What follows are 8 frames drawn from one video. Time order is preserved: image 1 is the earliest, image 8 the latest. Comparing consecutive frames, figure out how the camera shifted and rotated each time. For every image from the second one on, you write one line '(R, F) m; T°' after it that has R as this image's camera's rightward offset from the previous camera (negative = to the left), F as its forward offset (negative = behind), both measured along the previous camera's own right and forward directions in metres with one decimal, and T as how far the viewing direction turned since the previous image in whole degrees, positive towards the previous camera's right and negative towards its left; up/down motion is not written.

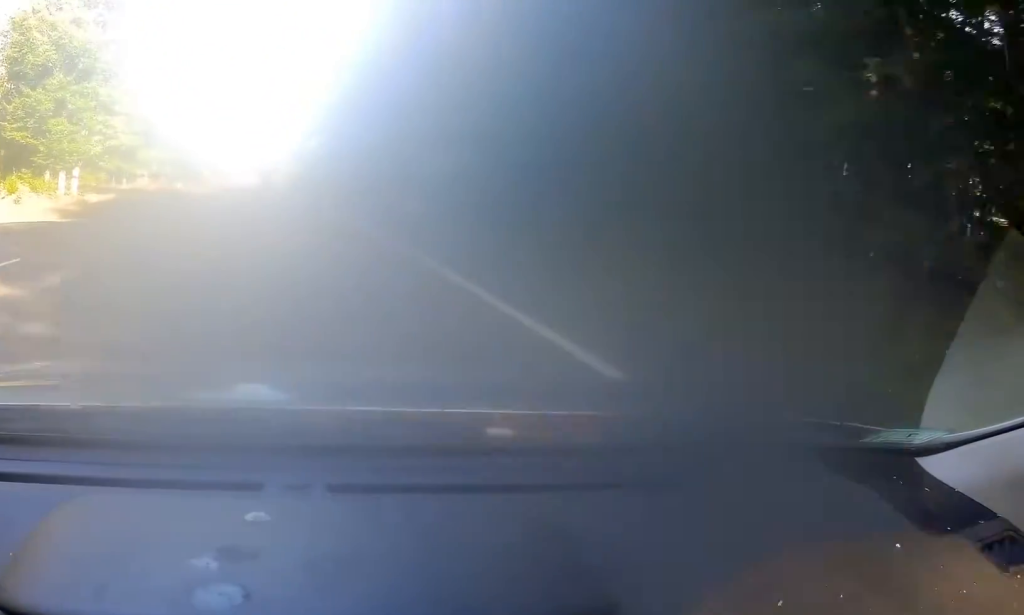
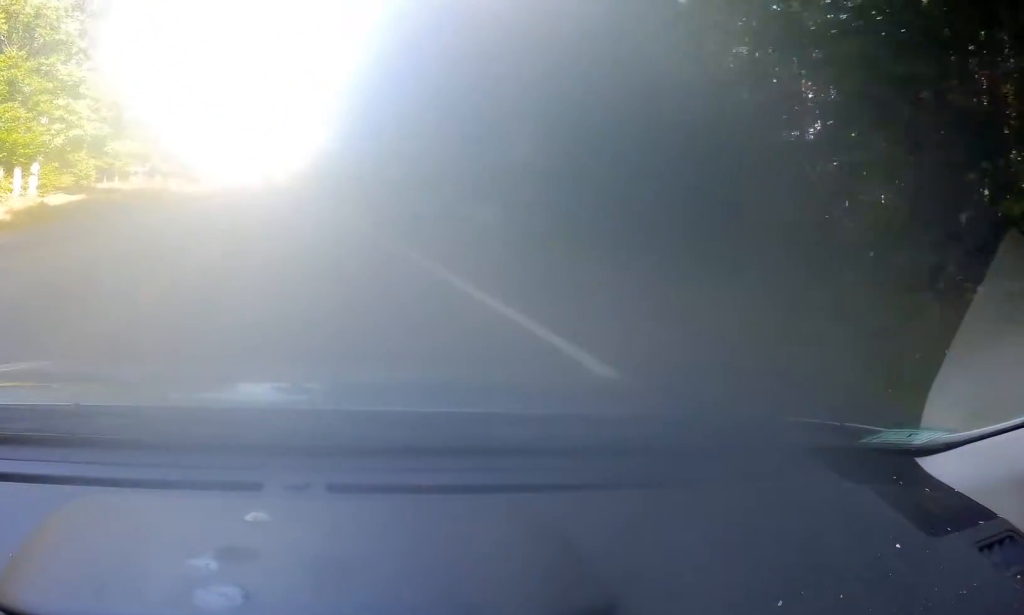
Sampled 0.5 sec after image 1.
(0.0, +8.3) m; 0°
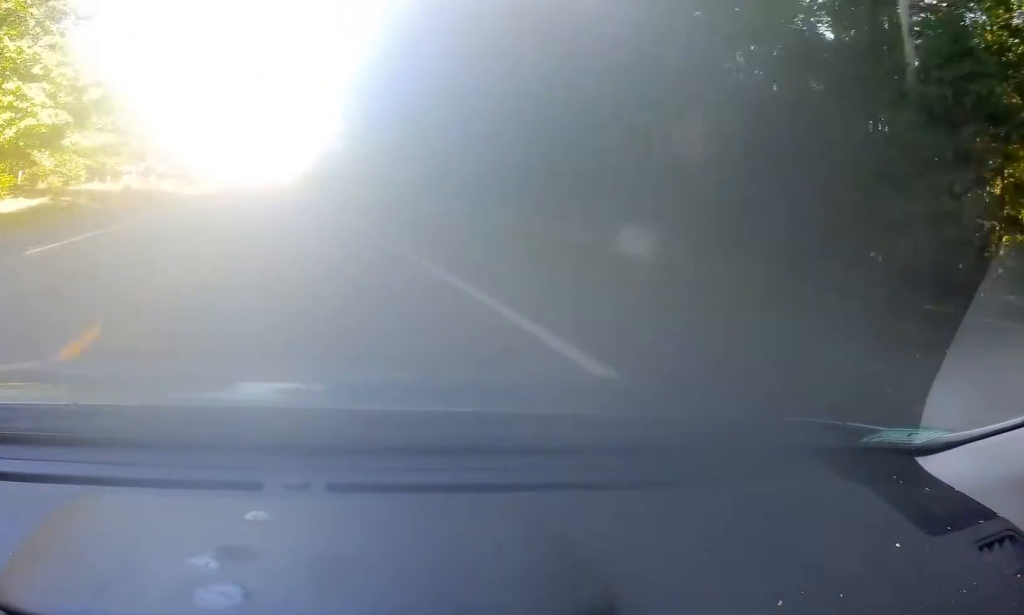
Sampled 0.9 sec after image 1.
(-0.1, +7.1) m; -1°
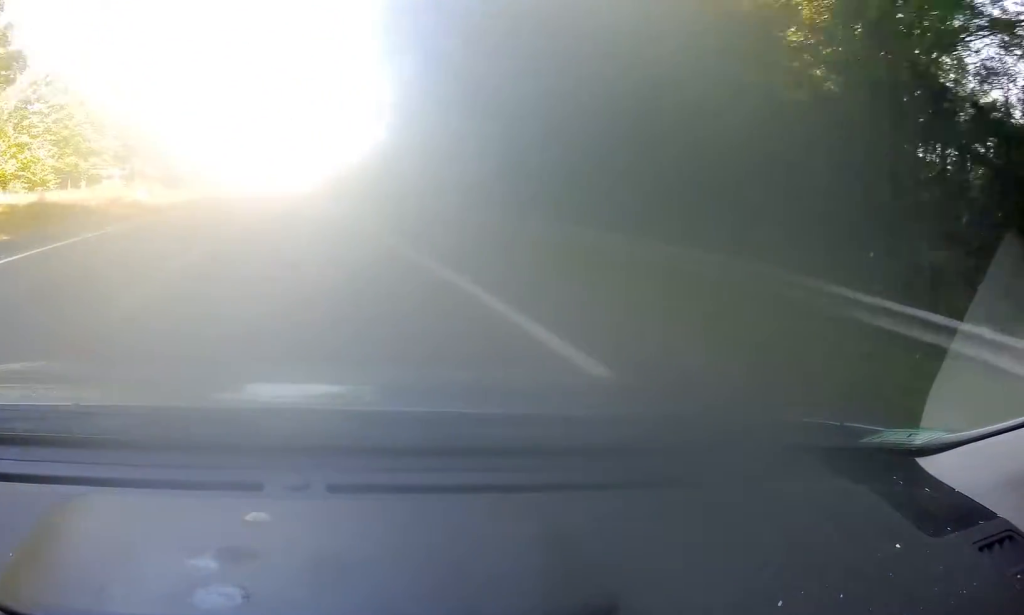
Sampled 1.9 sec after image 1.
(-0.2, +19.4) m; 0°
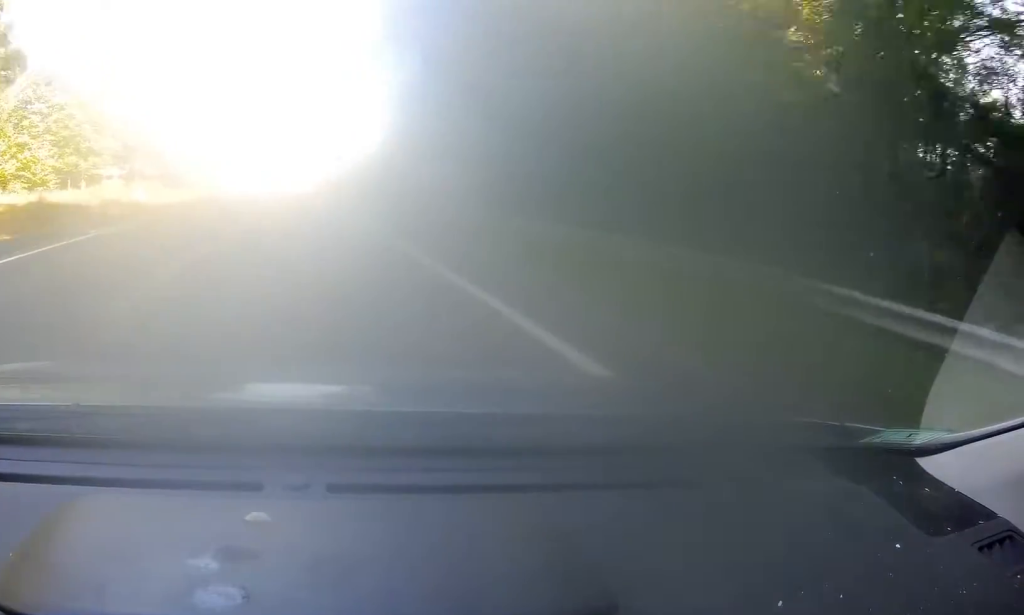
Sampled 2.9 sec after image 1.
(+0.1, +20.0) m; -1°
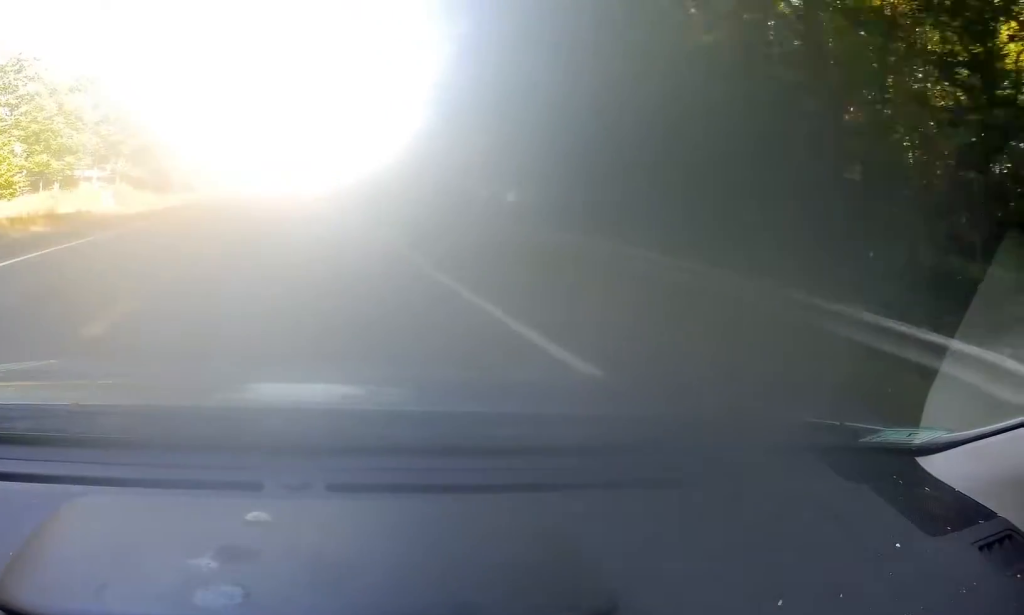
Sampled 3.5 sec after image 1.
(+0.1, +12.3) m; -1°
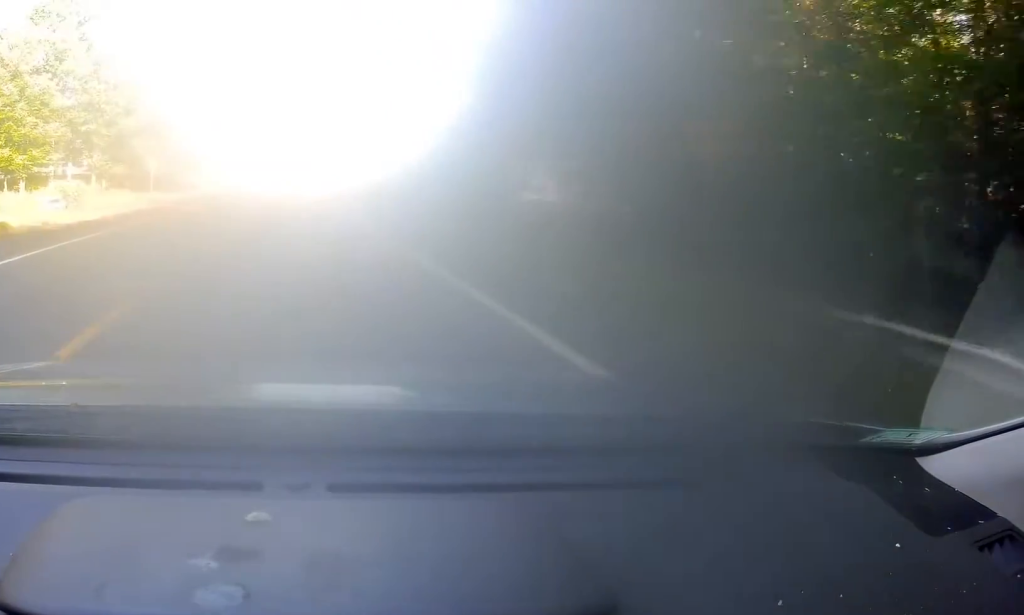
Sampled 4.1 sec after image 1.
(-0.5, +12.4) m; -2°
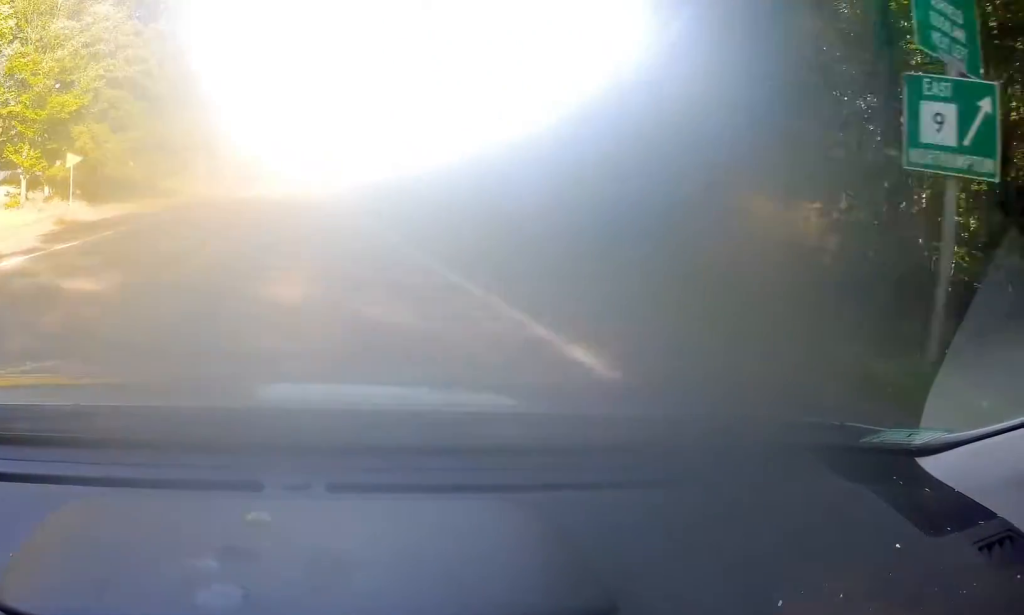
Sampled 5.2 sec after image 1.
(-0.3, +22.4) m; -1°
